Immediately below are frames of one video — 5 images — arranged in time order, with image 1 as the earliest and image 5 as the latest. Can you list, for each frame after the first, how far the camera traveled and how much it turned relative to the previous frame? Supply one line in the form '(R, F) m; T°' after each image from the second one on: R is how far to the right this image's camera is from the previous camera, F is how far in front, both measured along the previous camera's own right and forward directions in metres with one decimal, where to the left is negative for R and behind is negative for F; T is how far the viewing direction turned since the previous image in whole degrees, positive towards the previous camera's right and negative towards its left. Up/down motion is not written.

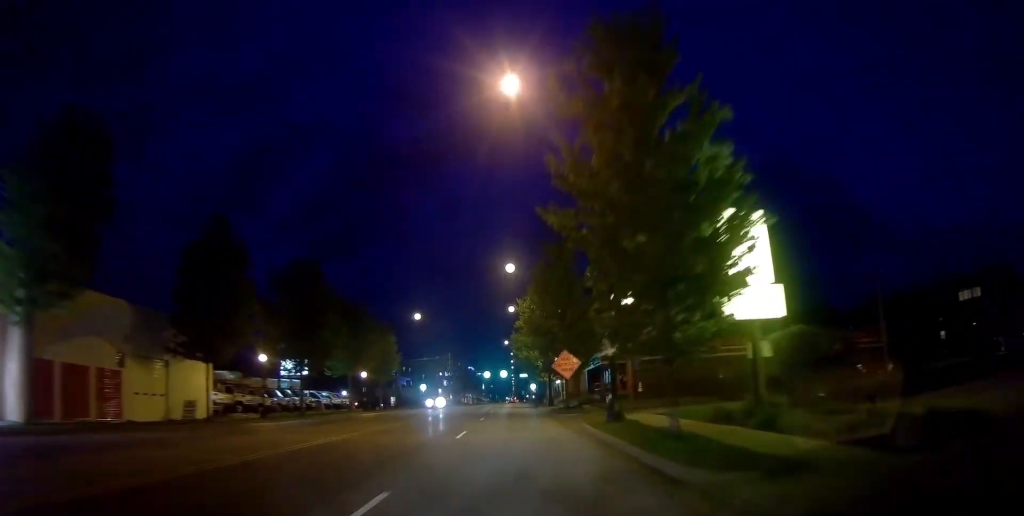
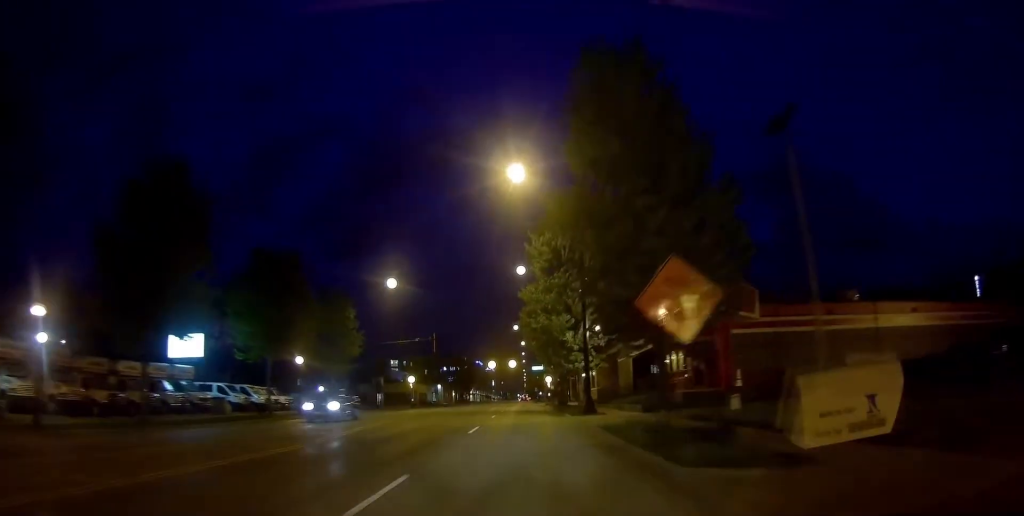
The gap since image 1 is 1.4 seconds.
(0.0, +21.8) m; +1°
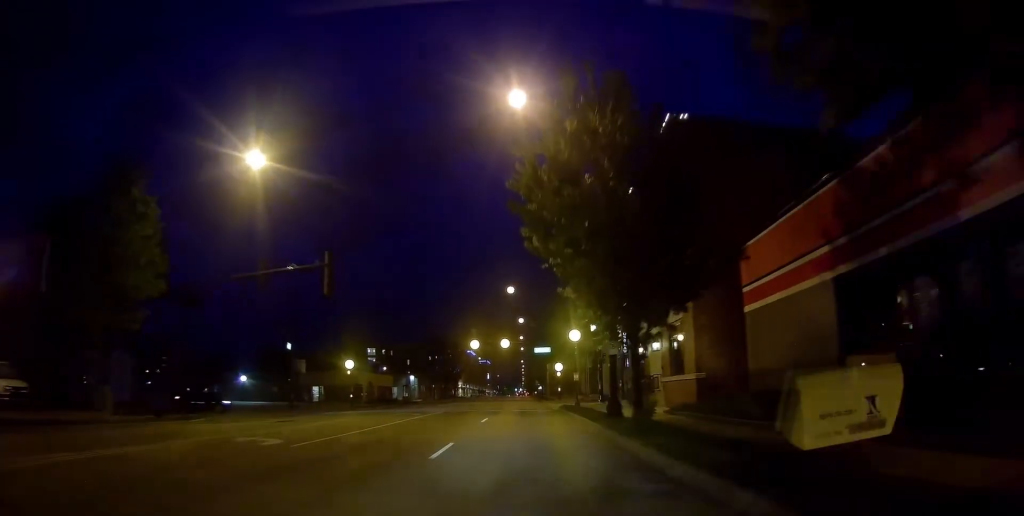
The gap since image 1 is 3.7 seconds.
(-0.6, +35.0) m; -2°
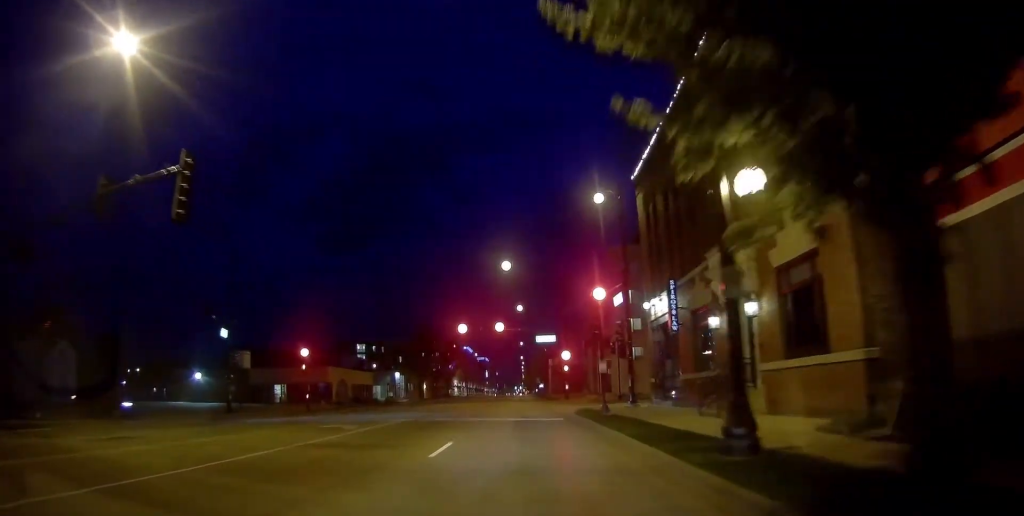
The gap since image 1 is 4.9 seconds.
(0.0, +15.7) m; 0°
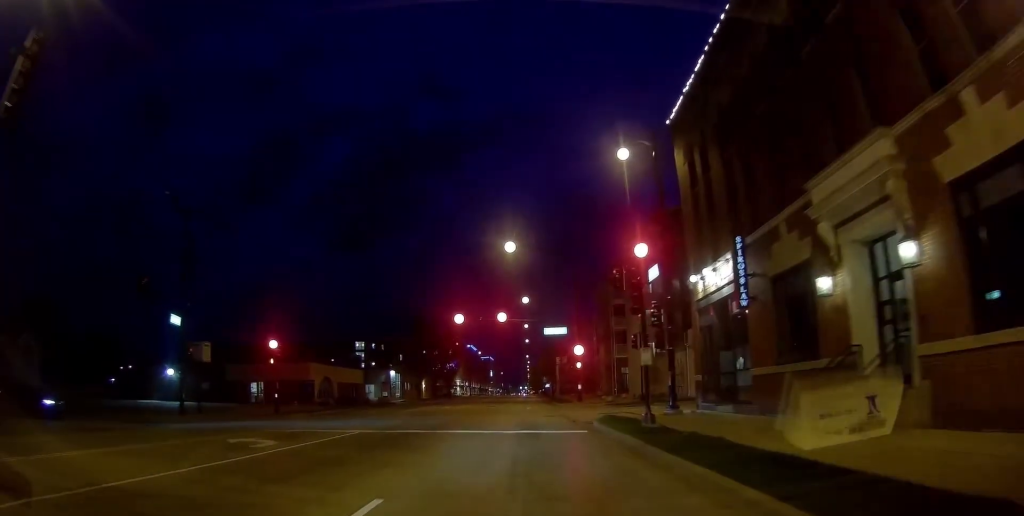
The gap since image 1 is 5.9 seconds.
(0.0, +10.3) m; 0°
